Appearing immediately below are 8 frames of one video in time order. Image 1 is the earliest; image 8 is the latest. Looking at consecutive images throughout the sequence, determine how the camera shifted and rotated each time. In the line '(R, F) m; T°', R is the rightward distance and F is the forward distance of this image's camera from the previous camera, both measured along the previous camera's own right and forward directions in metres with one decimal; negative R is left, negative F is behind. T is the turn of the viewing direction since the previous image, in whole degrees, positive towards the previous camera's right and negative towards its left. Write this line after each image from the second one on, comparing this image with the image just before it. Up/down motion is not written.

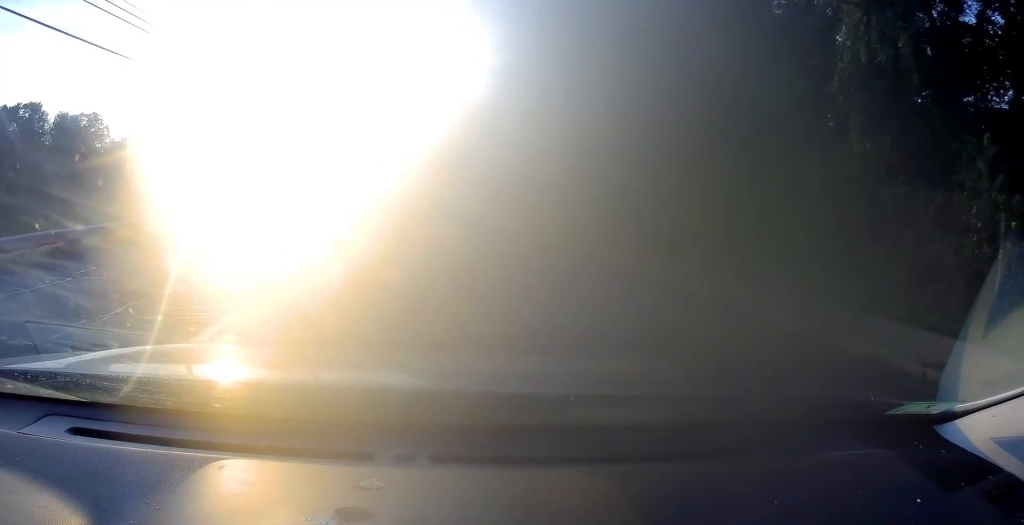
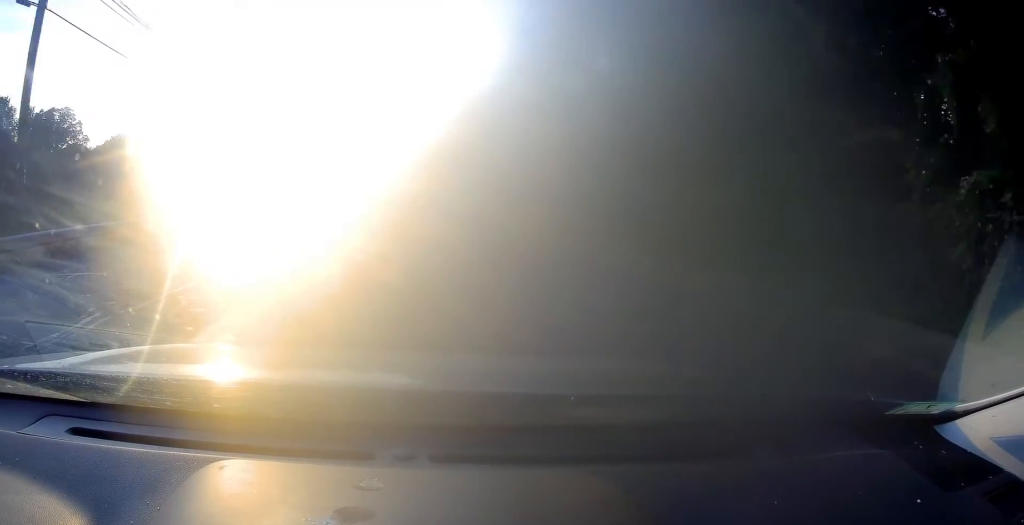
(0.0, +12.4) m; 0°
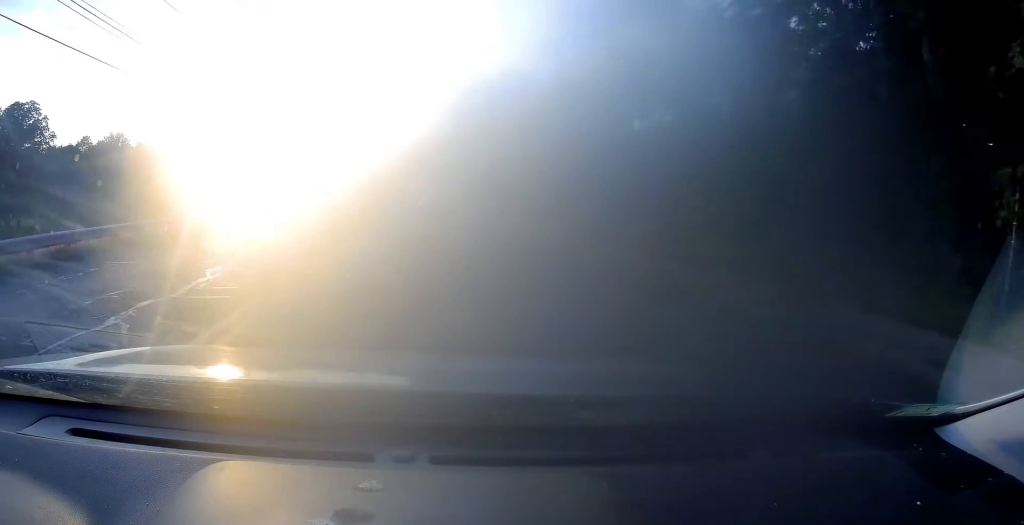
(-0.1, +14.4) m; 0°
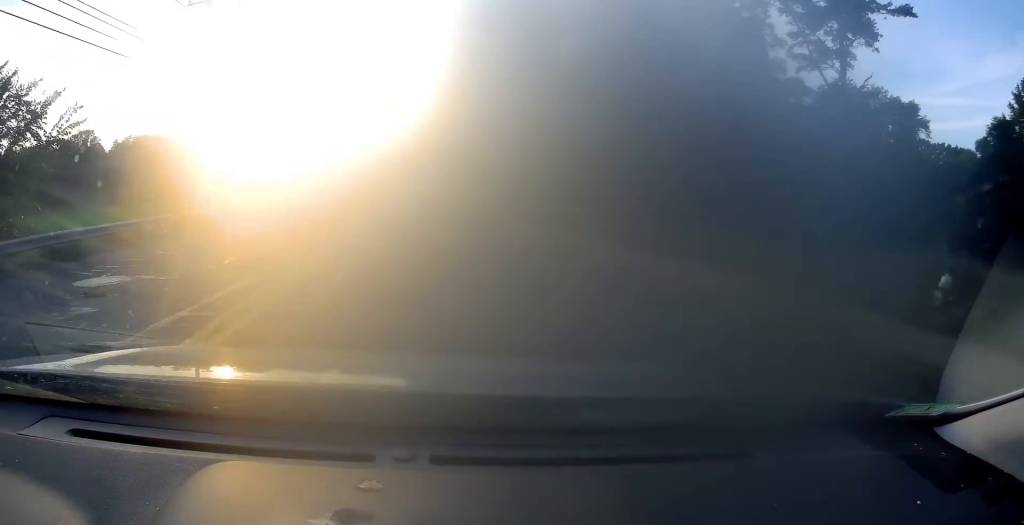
(+0.2, +47.1) m; 0°
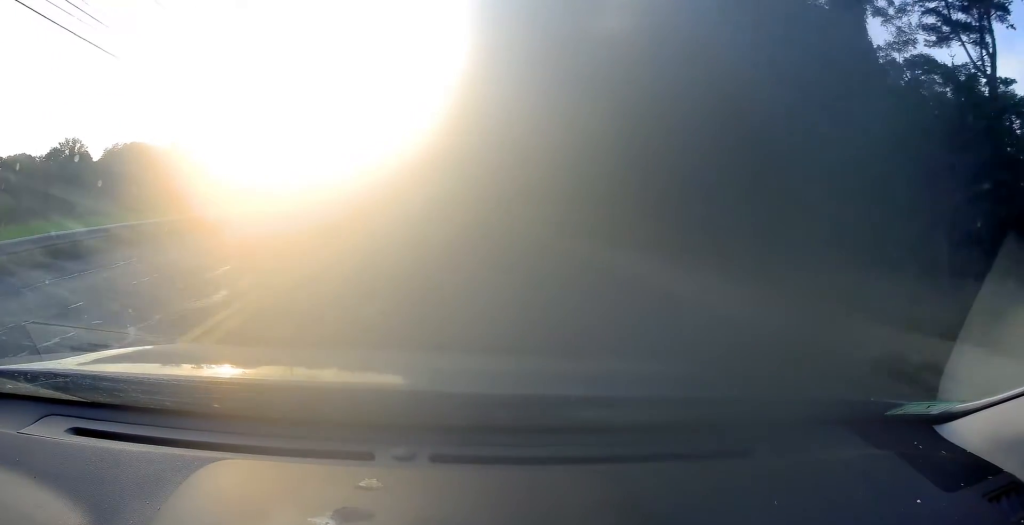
(-0.1, +15.7) m; 0°
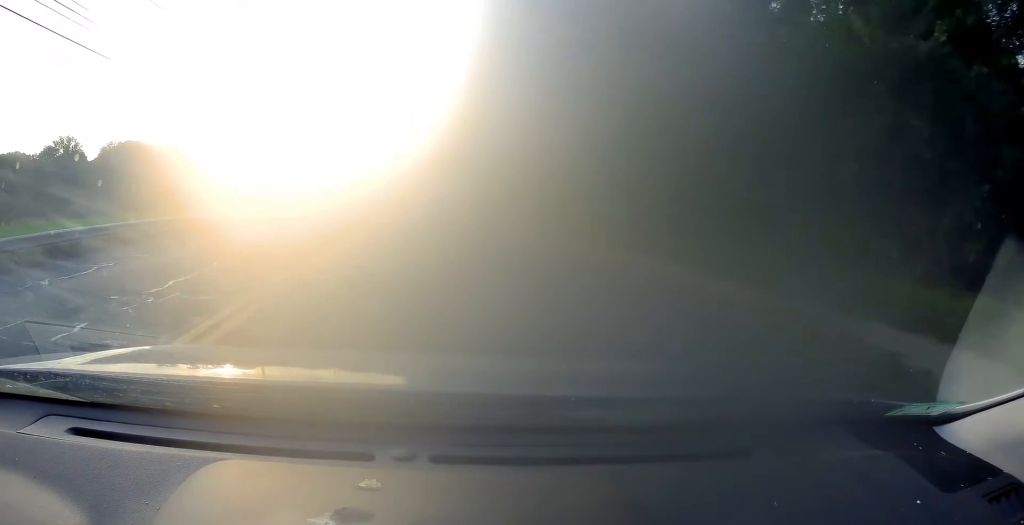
(0.0, +10.6) m; 0°
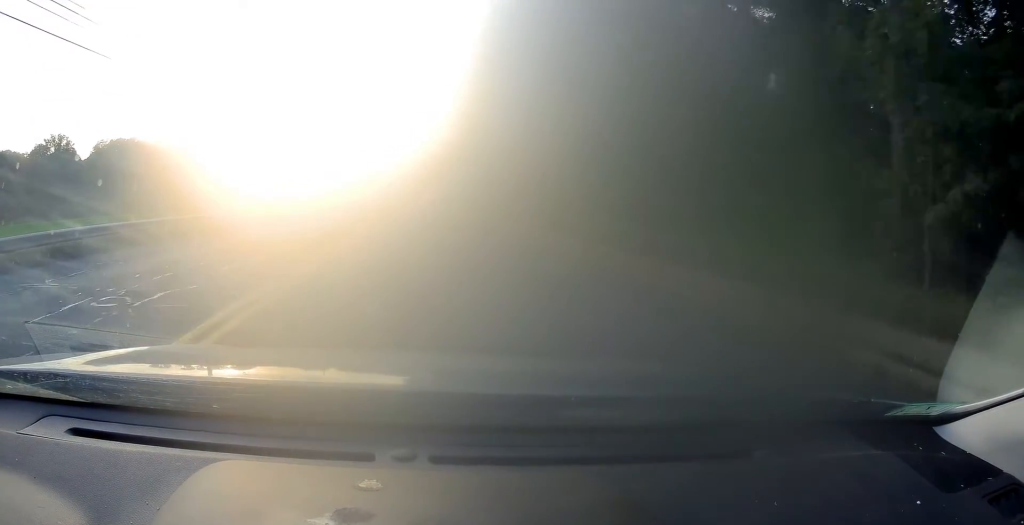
(0.0, +11.2) m; 0°
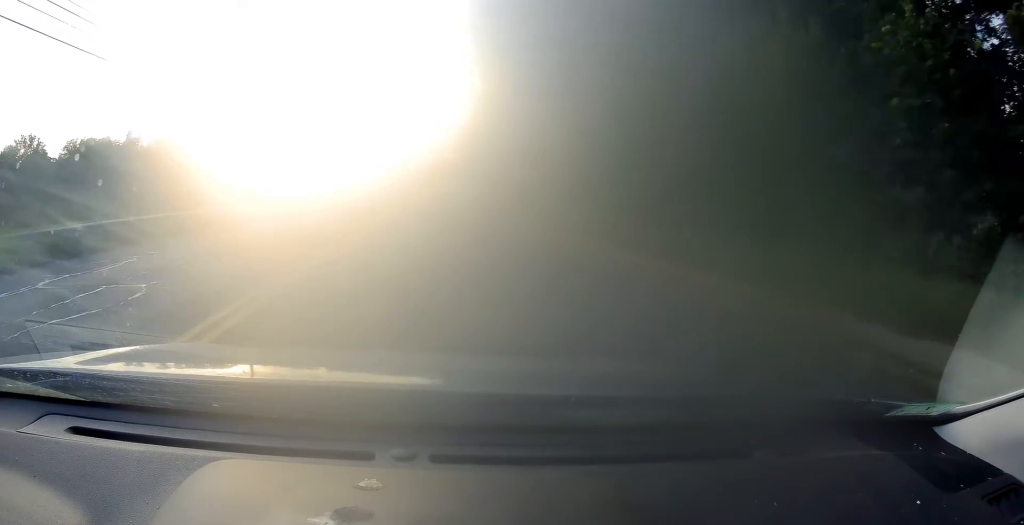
(+0.1, +30.7) m; +1°
